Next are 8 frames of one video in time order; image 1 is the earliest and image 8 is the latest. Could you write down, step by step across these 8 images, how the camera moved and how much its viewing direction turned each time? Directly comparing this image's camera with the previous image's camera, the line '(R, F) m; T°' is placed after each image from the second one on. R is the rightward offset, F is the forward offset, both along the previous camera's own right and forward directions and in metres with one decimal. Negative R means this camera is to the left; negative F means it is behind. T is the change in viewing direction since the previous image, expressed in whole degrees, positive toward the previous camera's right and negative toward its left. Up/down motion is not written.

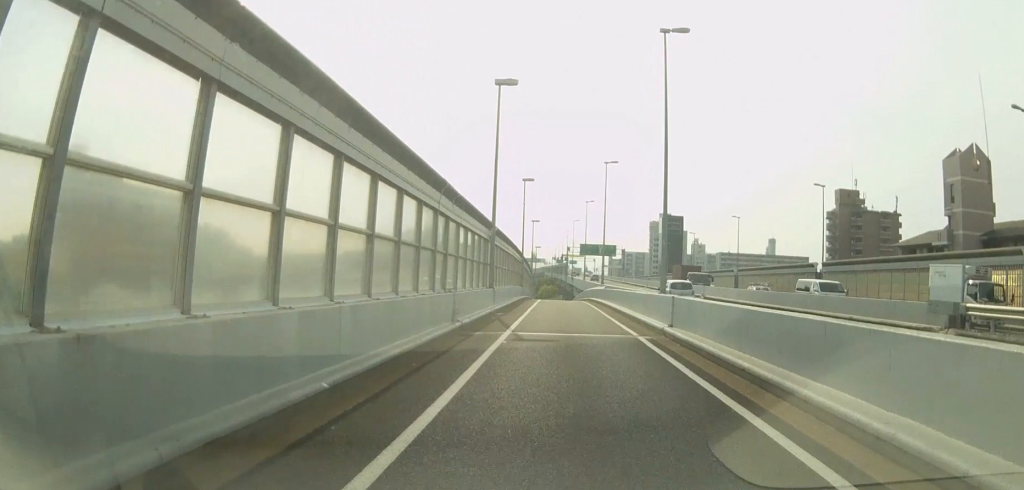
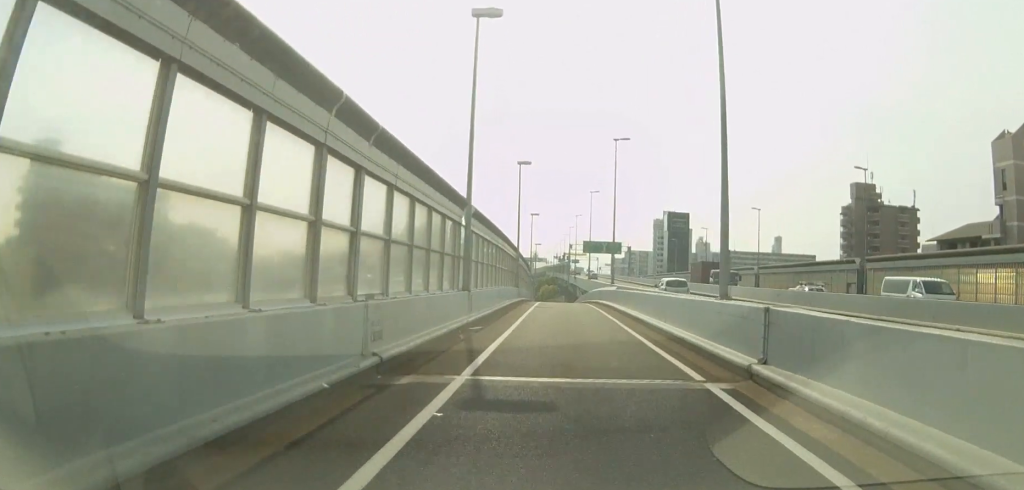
(+0.4, +8.9) m; +1°
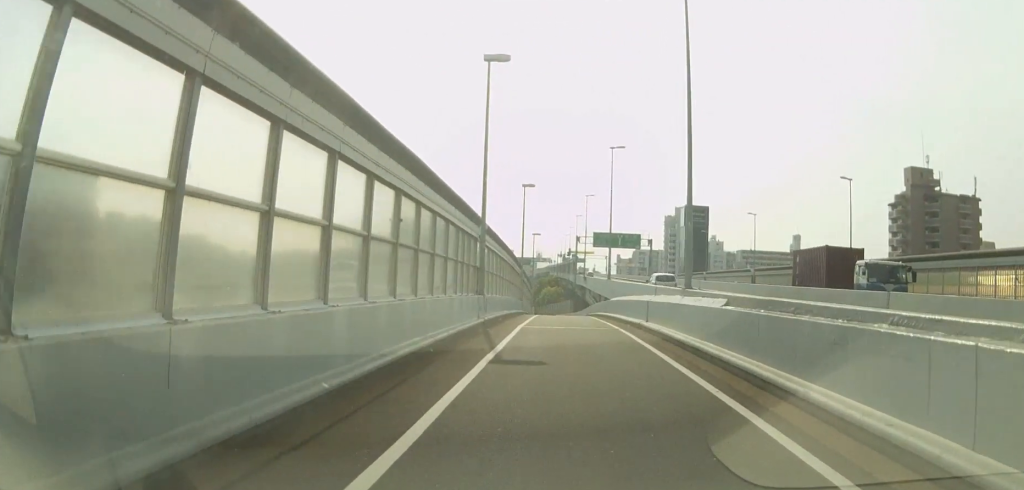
(-0.2, +26.2) m; 0°
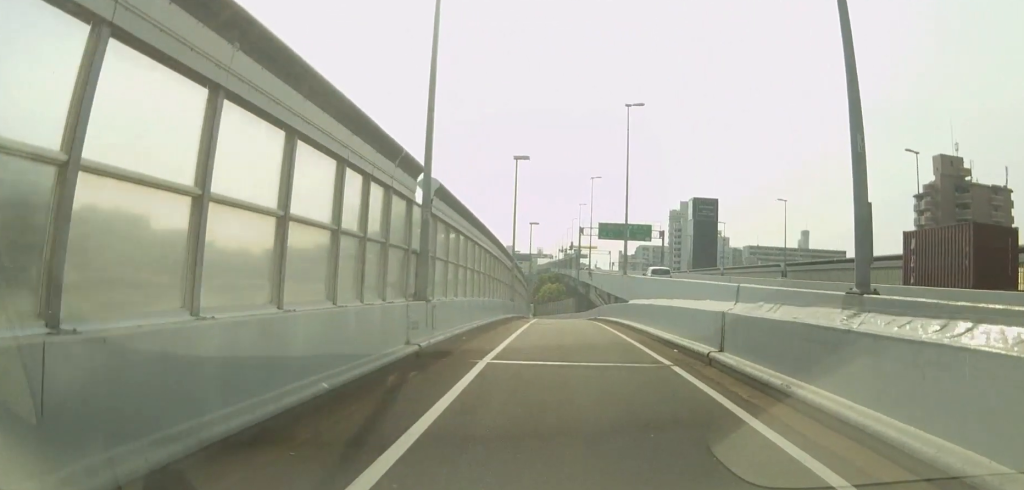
(0.0, +11.8) m; -1°
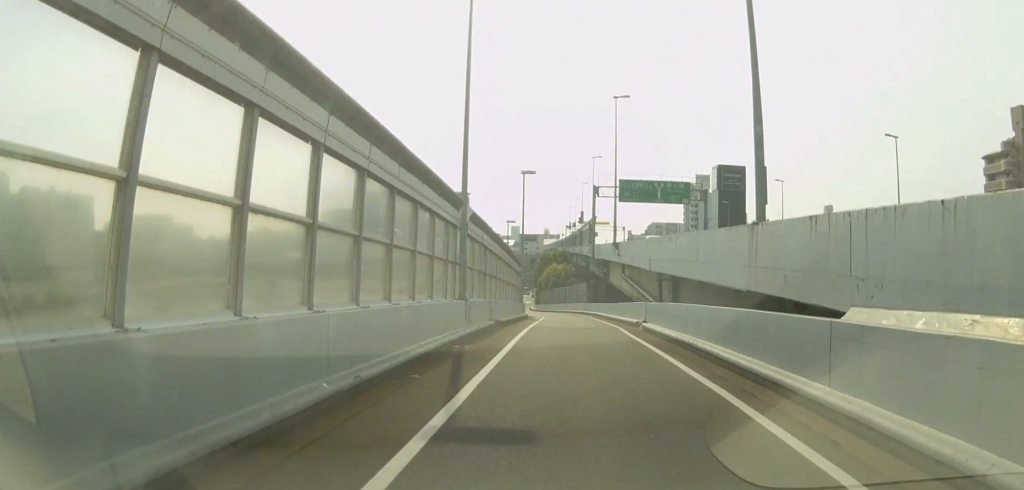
(-0.5, +25.6) m; -1°
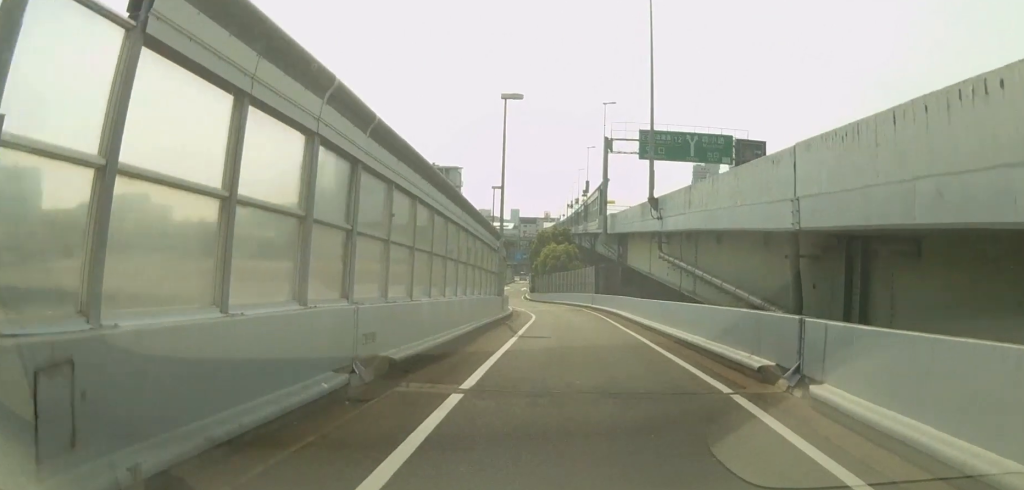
(0.0, +17.7) m; 0°
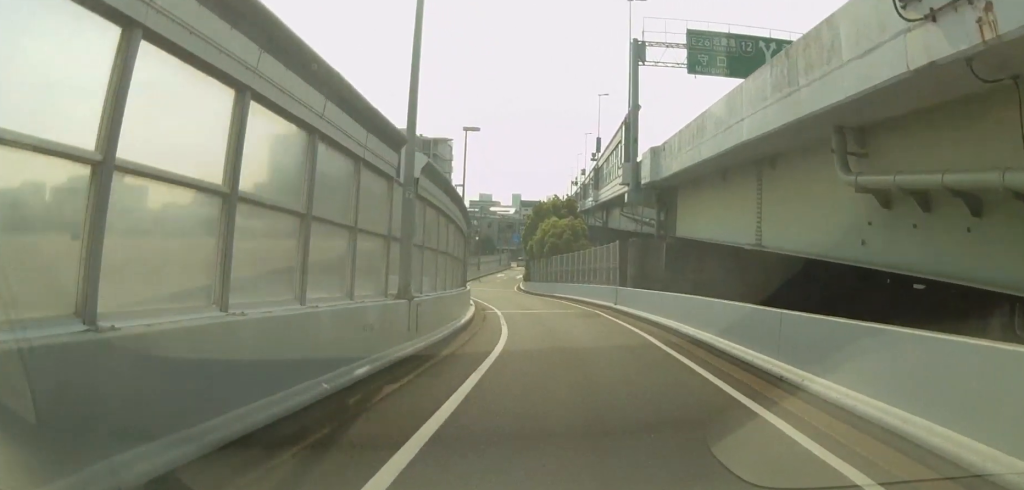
(0.0, +20.3) m; 0°
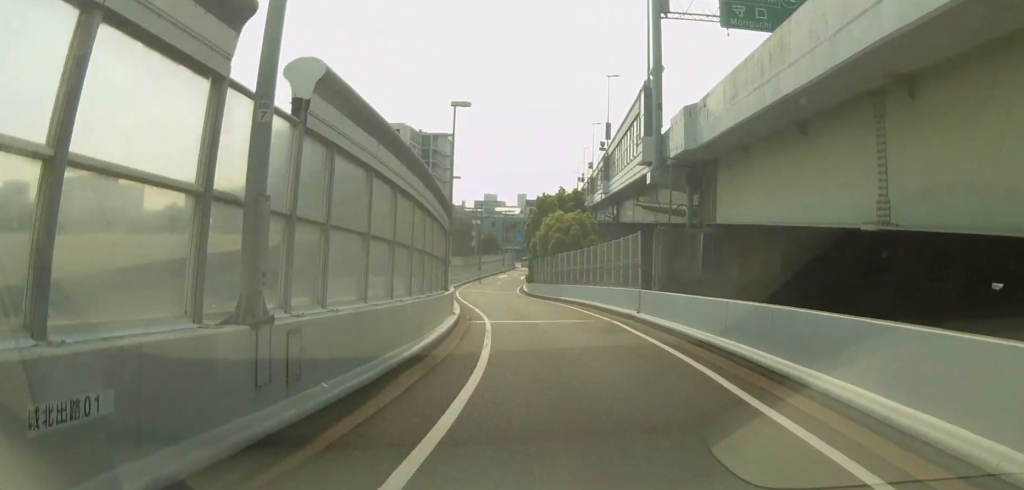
(0.0, +6.8) m; 0°
